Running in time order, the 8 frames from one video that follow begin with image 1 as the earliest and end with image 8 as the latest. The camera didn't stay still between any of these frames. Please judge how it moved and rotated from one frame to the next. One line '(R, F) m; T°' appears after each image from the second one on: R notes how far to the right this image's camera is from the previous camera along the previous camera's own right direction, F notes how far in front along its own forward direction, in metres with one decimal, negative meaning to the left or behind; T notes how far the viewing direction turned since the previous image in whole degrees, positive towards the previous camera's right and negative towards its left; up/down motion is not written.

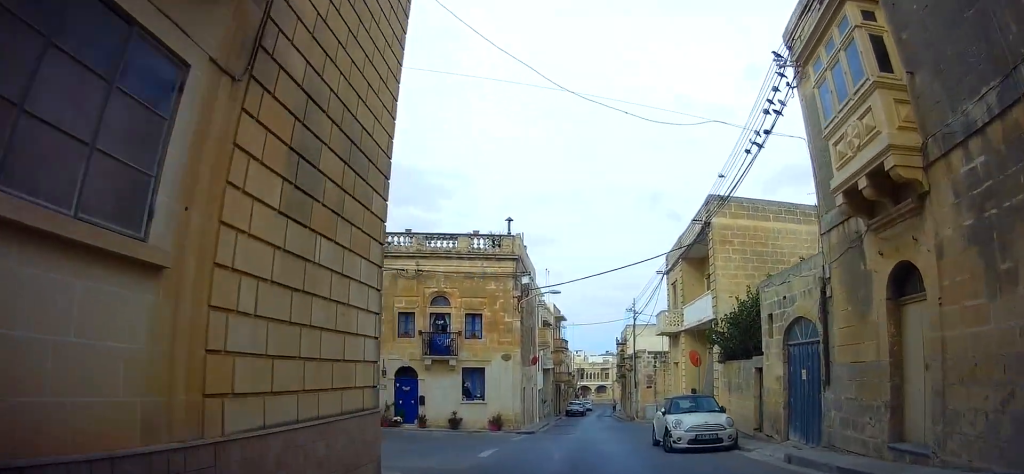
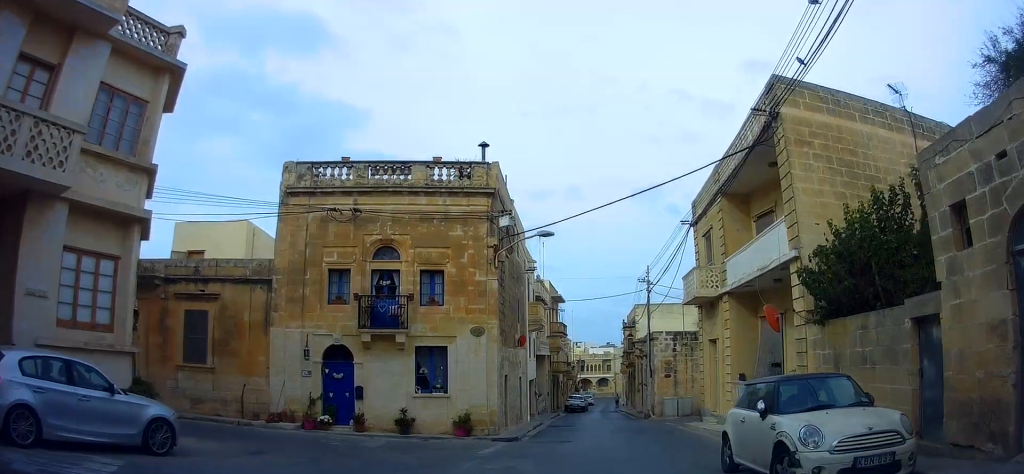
(+0.5, +8.1) m; +4°
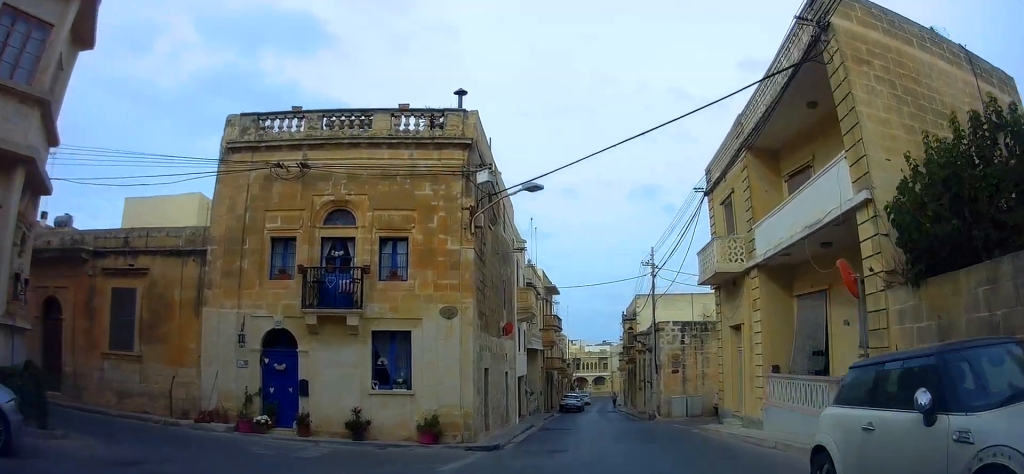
(0.0, +3.8) m; 0°
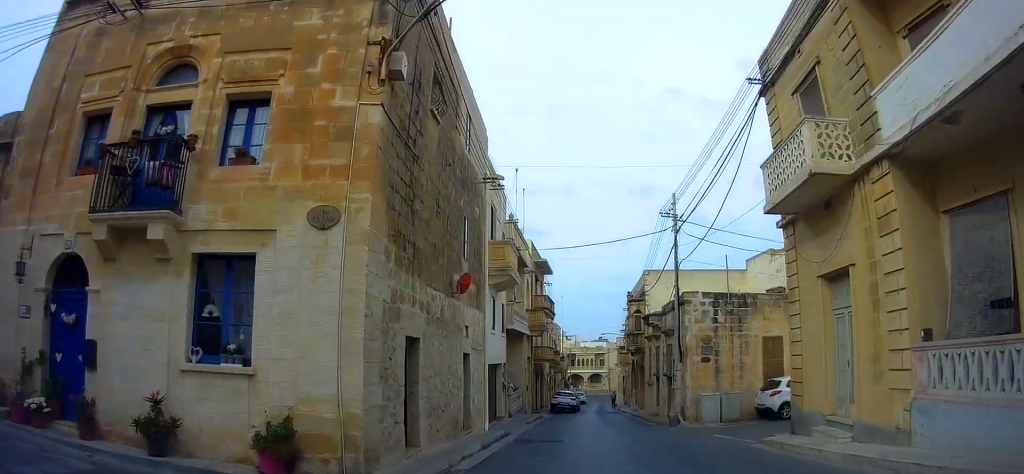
(0.0, +7.4) m; 0°
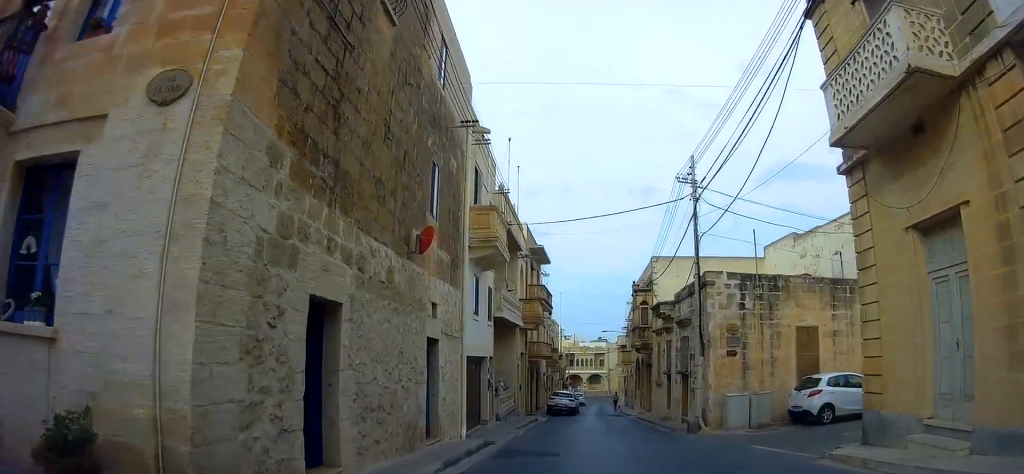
(0.0, +3.5) m; 0°
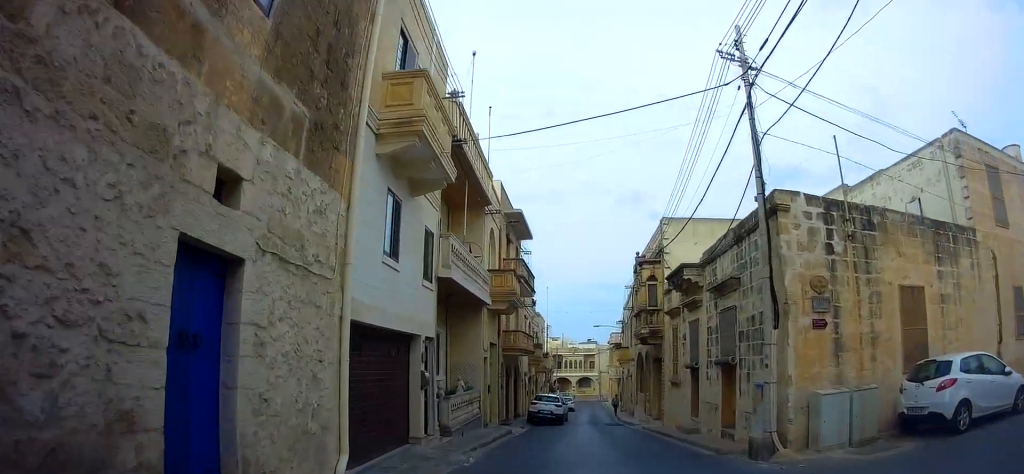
(0.0, +7.1) m; 0°
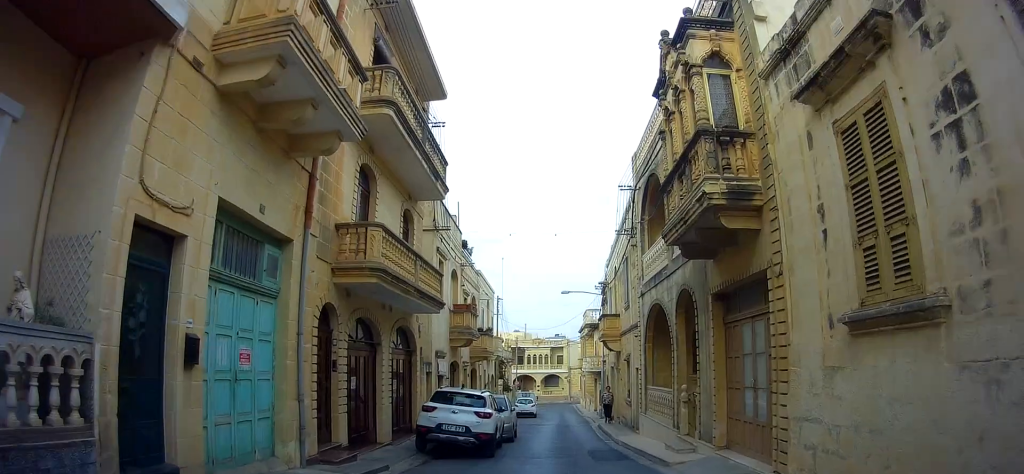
(+0.6, +16.0) m; +6°
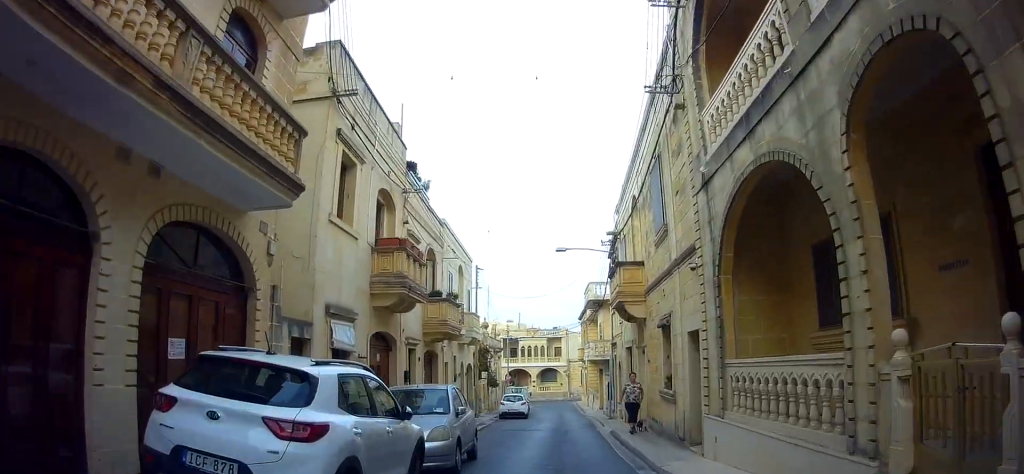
(+0.2, +8.6) m; -2°
